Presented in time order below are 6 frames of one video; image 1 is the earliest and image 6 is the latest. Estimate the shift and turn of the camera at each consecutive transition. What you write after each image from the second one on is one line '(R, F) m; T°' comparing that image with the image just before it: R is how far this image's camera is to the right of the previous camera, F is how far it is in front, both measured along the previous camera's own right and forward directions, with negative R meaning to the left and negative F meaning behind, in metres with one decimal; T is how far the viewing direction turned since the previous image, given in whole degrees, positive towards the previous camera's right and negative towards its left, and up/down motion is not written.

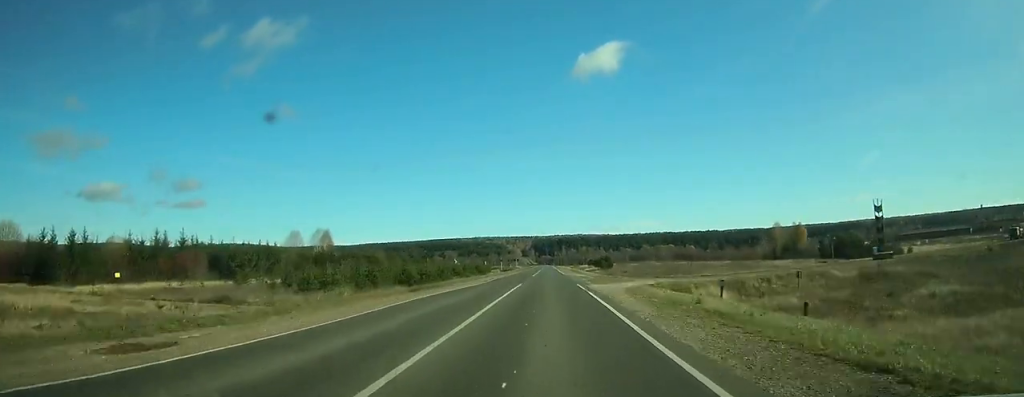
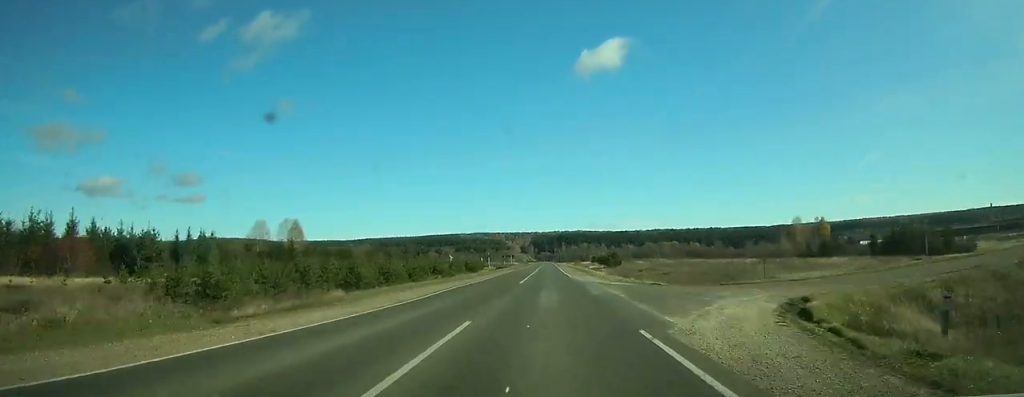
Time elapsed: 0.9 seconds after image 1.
(-0.1, +21.9) m; 0°
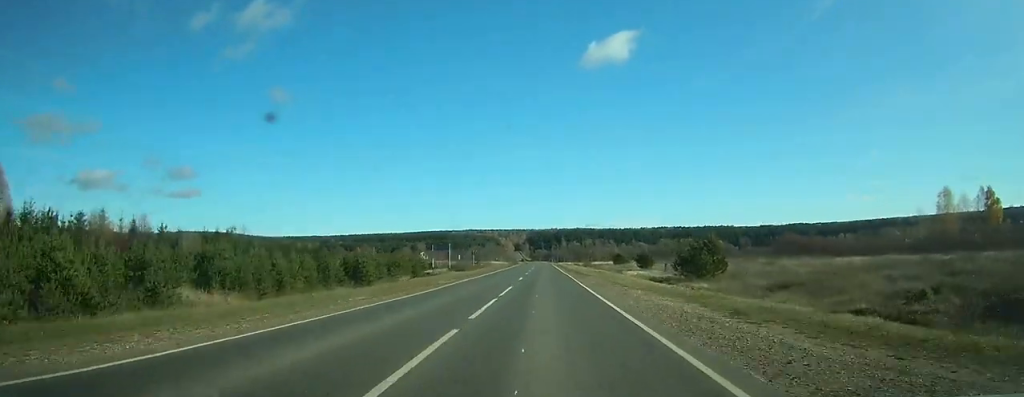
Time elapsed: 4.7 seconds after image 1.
(+0.4, +93.0) m; +1°
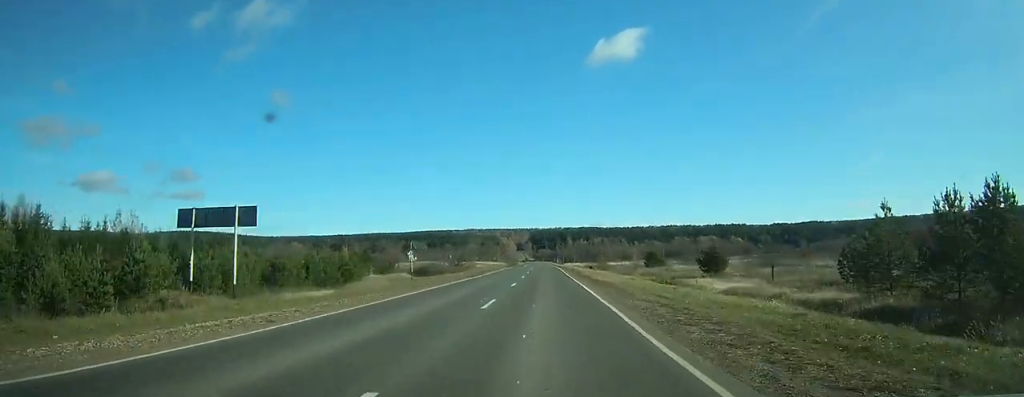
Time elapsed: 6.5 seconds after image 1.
(+0.1, +39.9) m; 0°
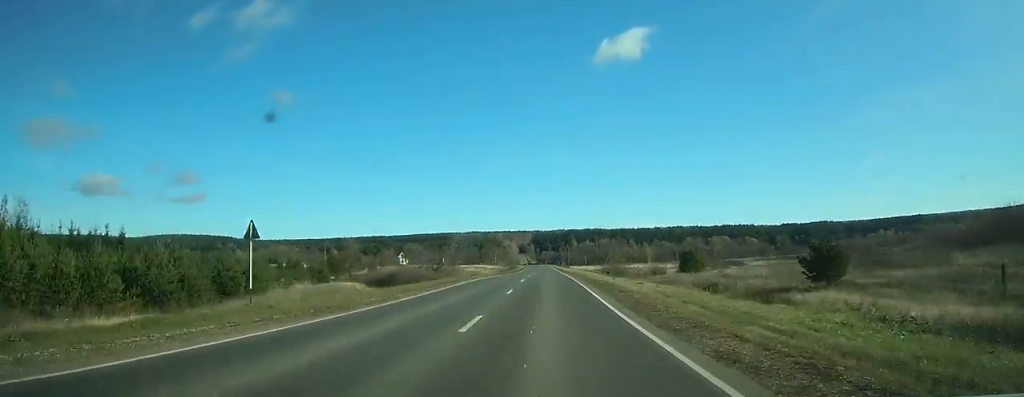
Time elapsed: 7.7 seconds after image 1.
(0.0, +24.2) m; 0°
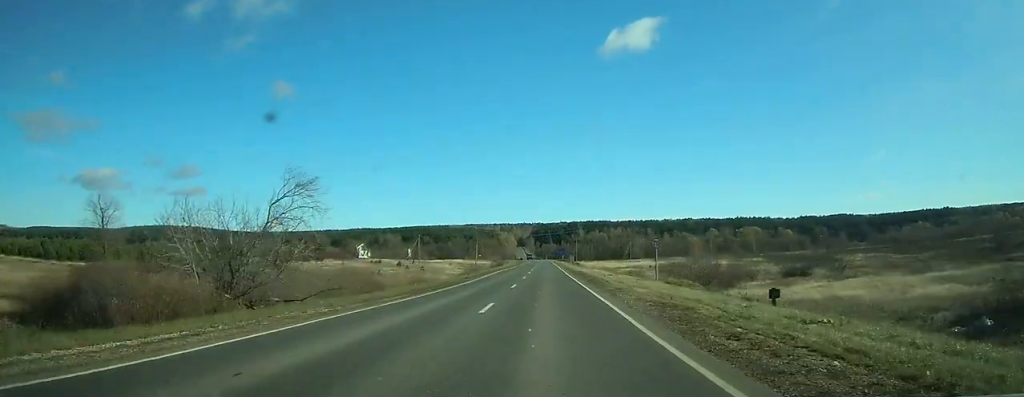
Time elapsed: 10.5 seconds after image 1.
(-0.3, +60.5) m; 0°
